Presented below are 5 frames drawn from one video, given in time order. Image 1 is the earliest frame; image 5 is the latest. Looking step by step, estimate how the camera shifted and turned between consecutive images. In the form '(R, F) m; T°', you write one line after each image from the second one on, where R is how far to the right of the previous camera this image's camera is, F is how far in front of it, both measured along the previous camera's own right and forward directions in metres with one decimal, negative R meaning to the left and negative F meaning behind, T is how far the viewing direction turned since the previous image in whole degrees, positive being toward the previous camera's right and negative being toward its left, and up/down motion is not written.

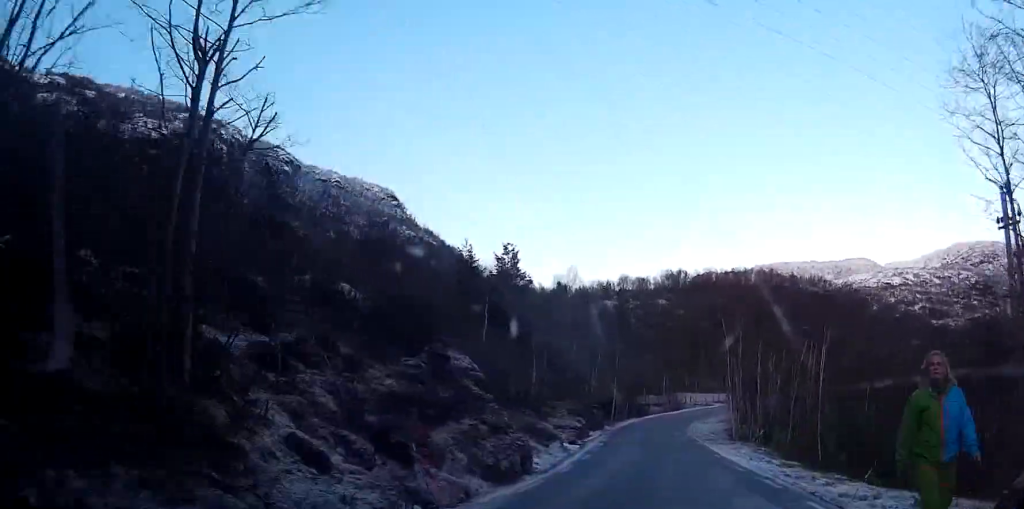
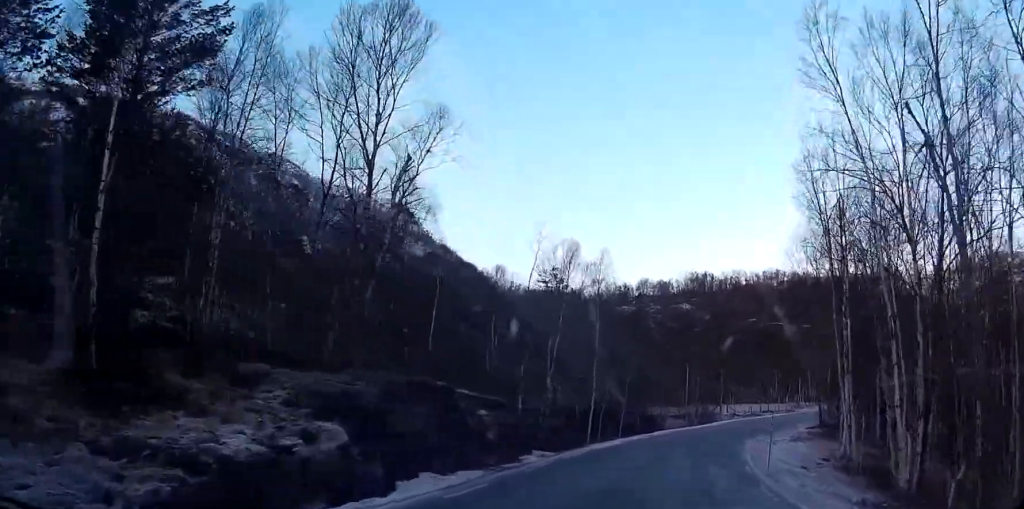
(-0.7, +35.1) m; -2°
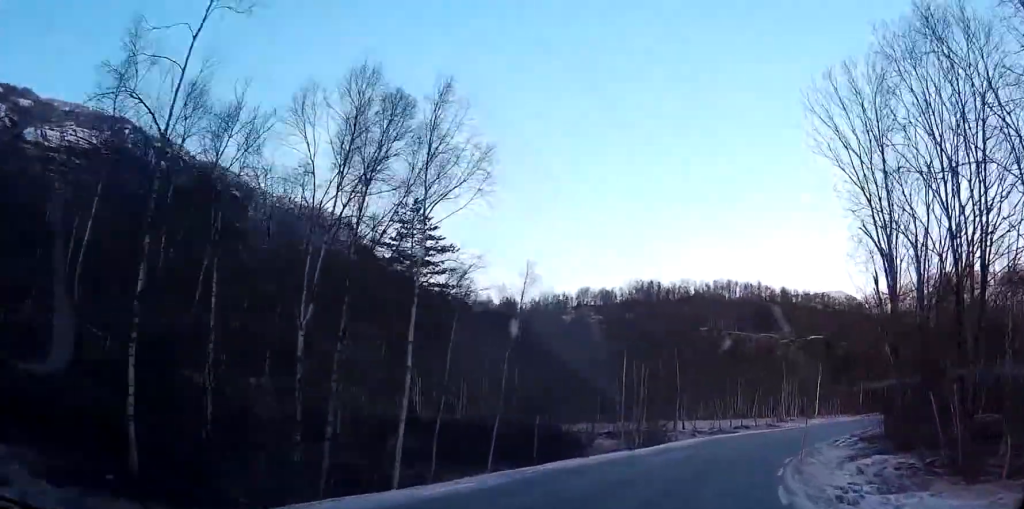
(+0.1, +23.5) m; 0°
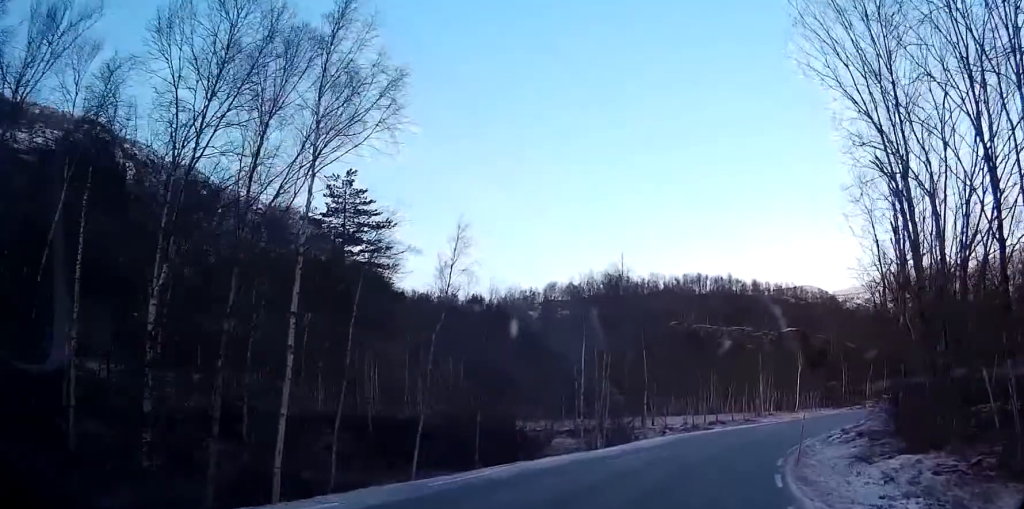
(0.0, +5.0) m; 0°
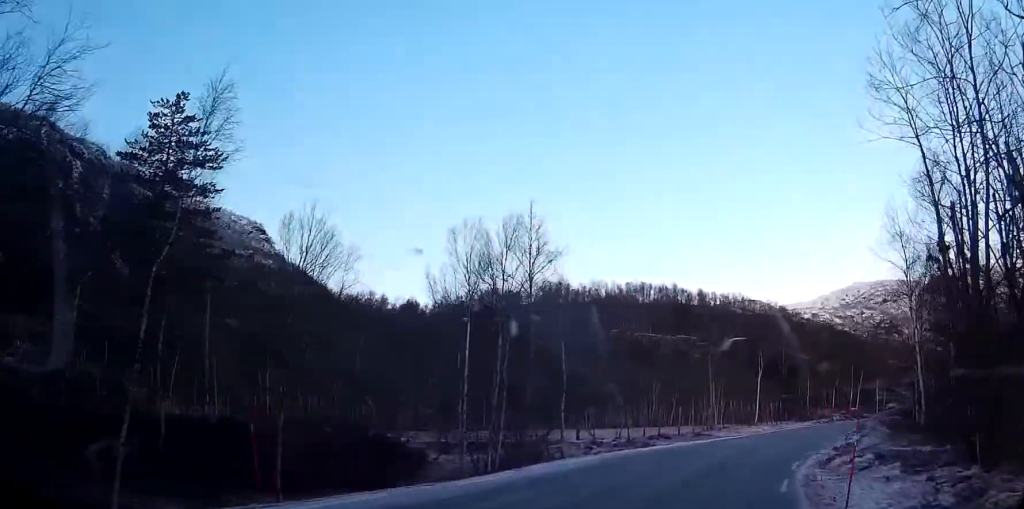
(+0.1, +10.6) m; +7°
